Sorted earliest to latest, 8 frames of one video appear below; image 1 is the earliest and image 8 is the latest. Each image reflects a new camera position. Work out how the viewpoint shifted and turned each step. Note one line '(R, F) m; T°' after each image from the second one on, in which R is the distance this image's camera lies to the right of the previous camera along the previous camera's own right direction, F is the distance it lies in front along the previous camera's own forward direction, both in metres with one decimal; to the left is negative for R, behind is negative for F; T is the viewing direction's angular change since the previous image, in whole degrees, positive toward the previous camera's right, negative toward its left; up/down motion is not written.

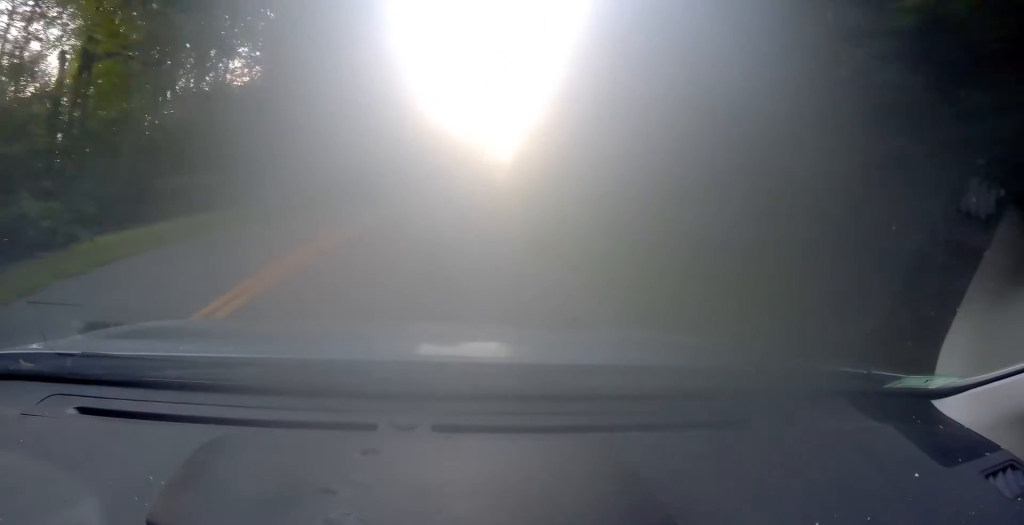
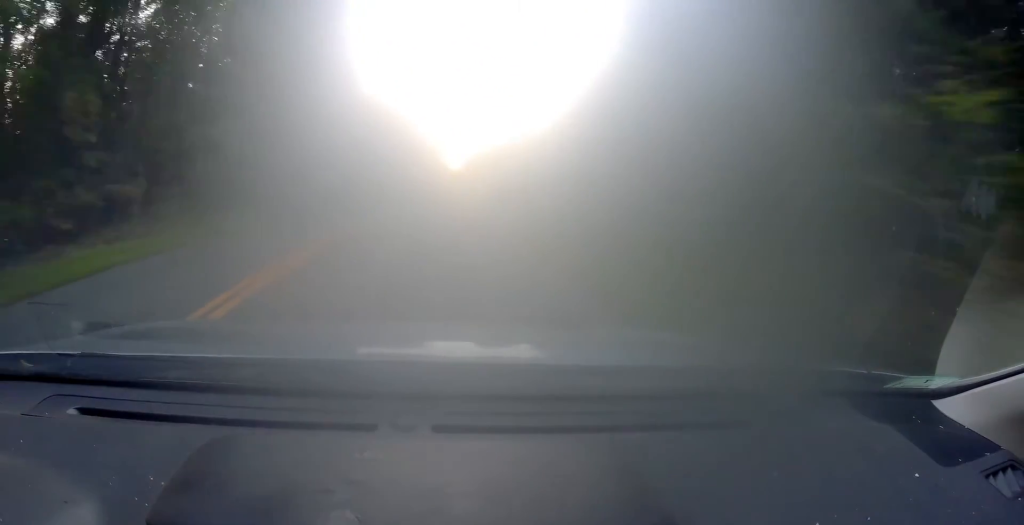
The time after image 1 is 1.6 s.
(+1.3, +27.2) m; +7°
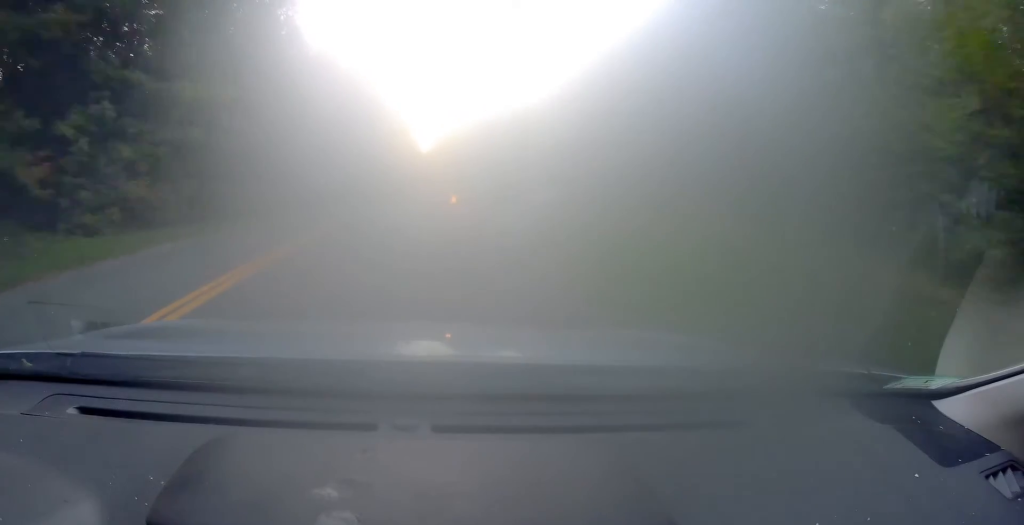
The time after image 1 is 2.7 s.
(+0.7, +19.9) m; +2°
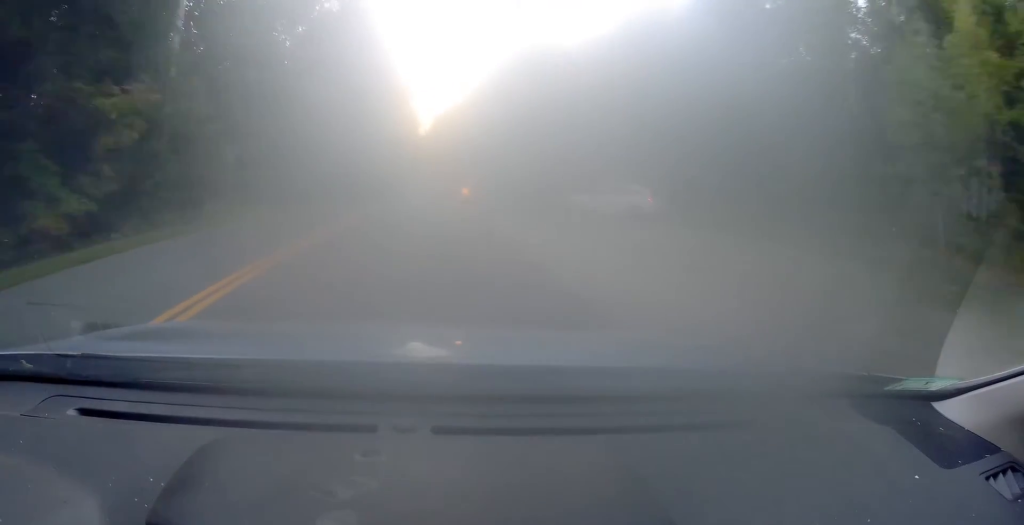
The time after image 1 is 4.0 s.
(+0.1, +24.3) m; 0°
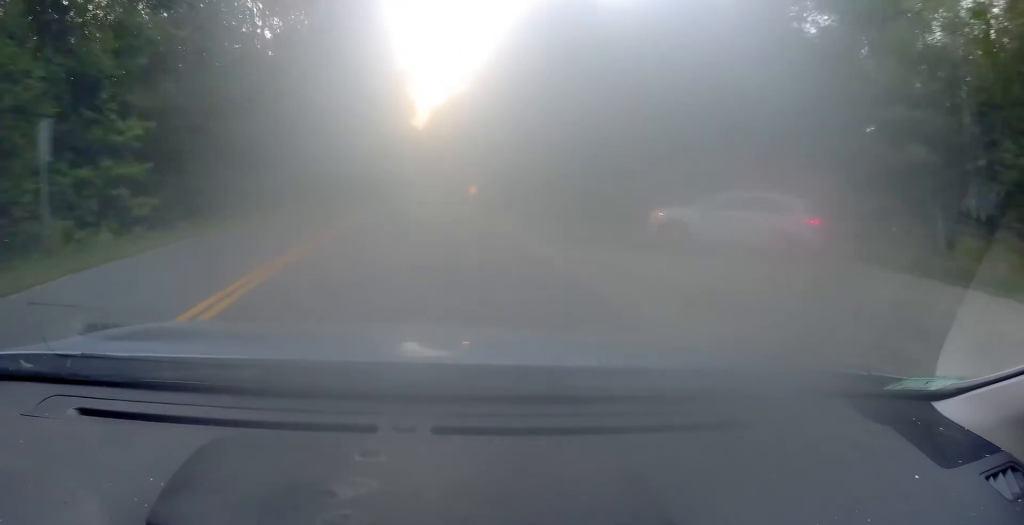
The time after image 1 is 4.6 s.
(+0.1, +11.7) m; -1°
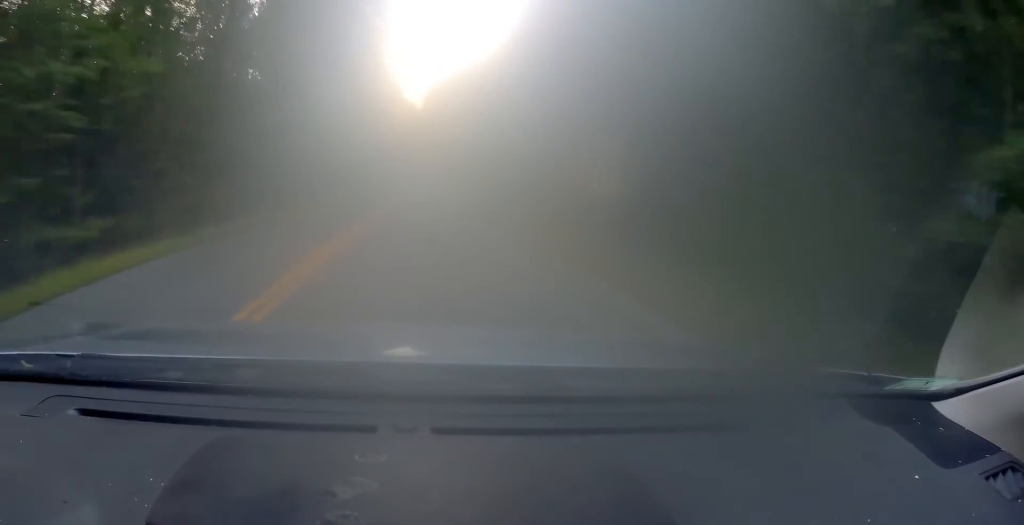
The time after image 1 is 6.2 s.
(-0.4, +33.8) m; +1°
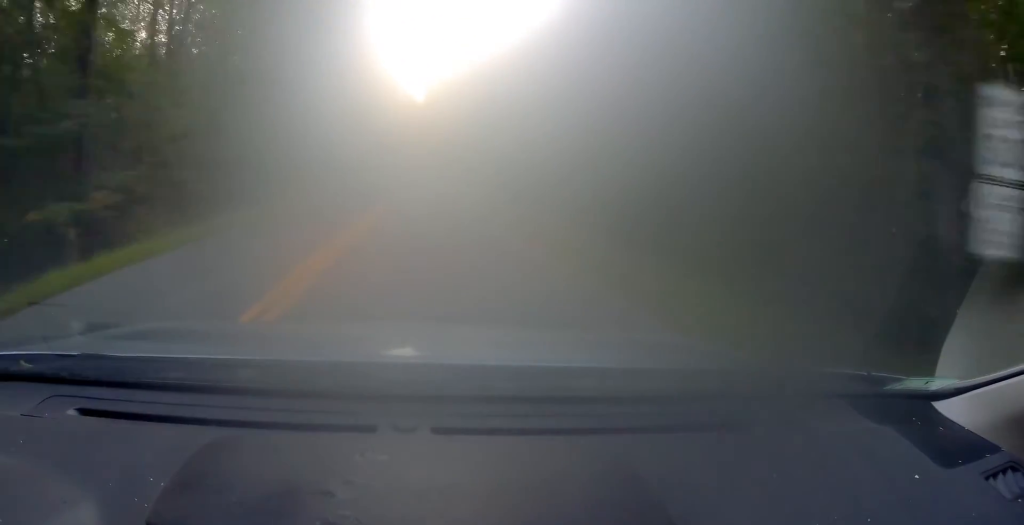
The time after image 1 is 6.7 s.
(+0.1, +11.5) m; +1°
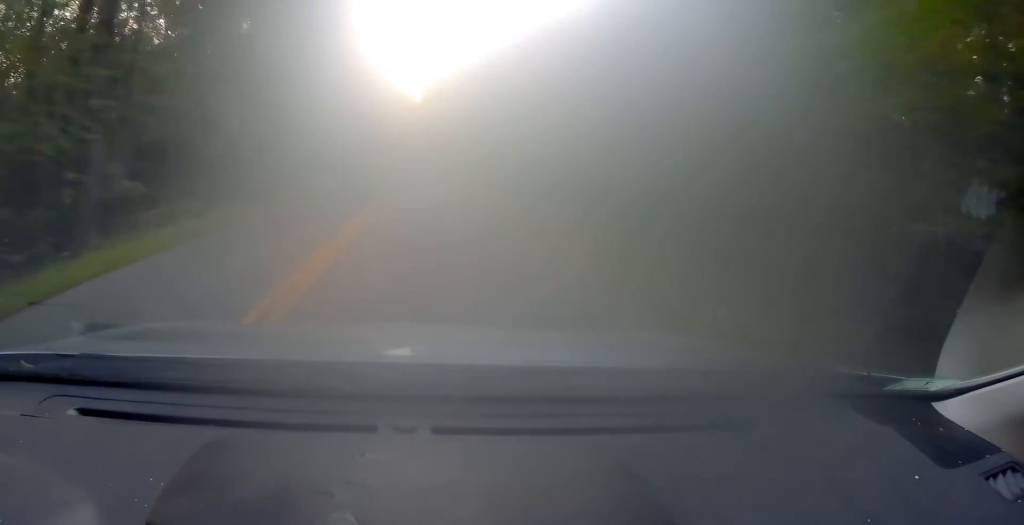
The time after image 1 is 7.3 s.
(+0.2, +12.4) m; +1°
